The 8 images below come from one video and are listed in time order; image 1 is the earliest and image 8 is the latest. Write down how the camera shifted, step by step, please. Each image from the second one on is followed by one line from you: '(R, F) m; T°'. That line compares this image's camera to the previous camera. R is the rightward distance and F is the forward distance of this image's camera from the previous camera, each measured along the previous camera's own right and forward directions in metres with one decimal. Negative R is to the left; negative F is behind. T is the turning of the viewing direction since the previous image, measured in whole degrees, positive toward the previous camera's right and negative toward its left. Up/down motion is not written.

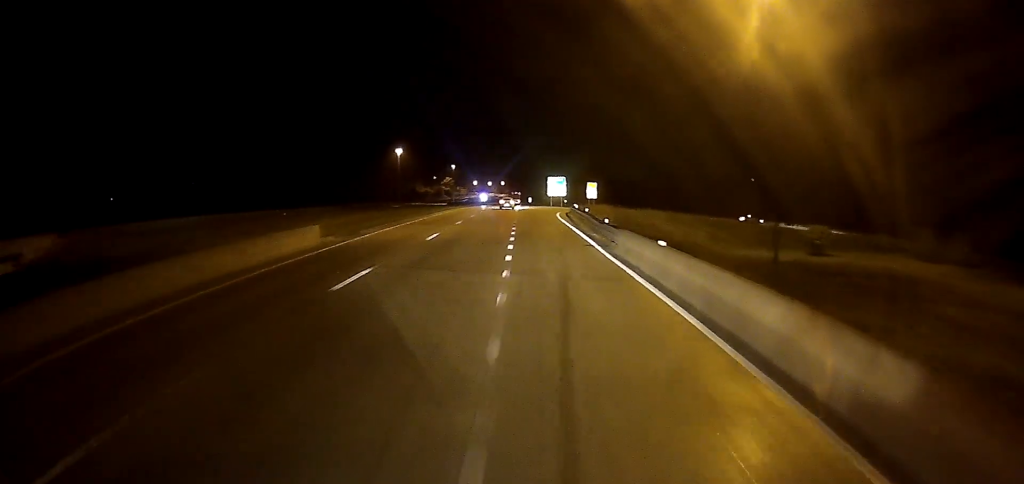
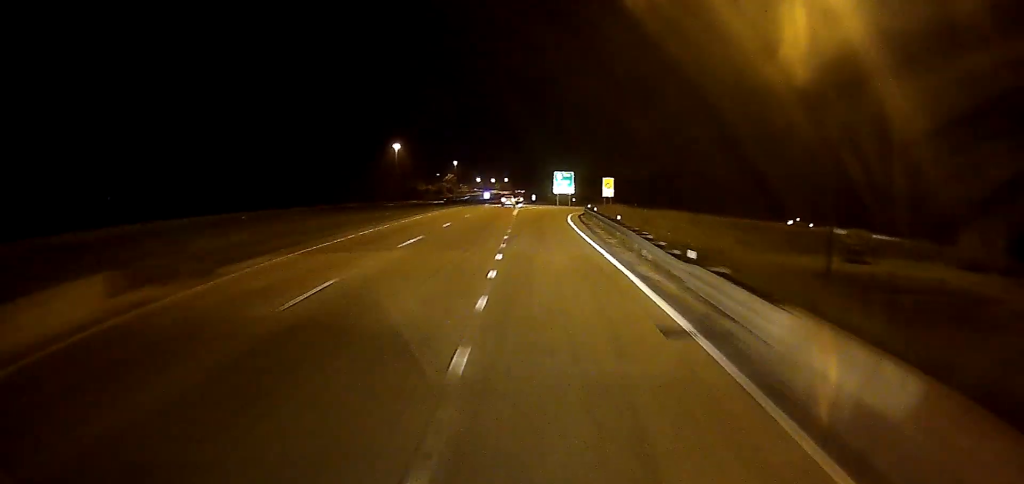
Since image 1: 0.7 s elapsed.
(-0.1, +14.7) m; 0°
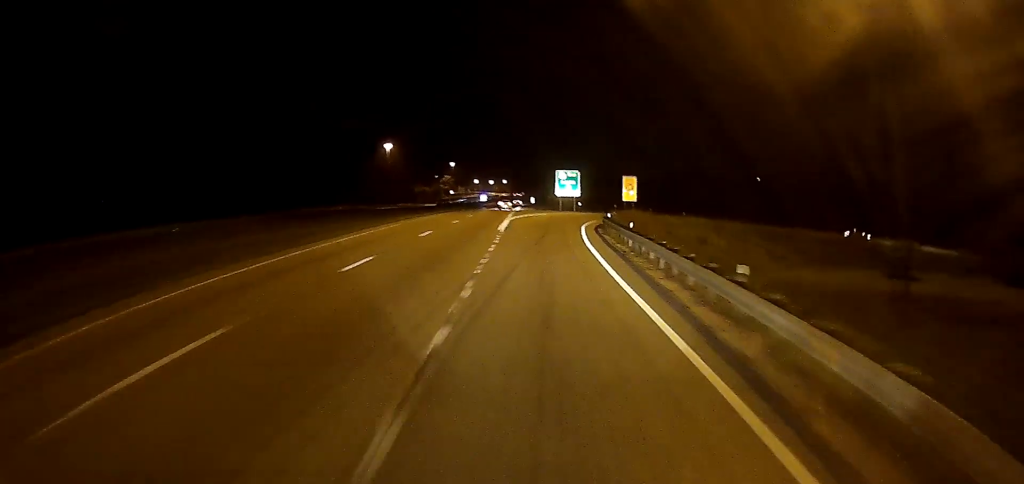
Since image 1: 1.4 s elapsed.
(+0.2, +16.1) m; +2°
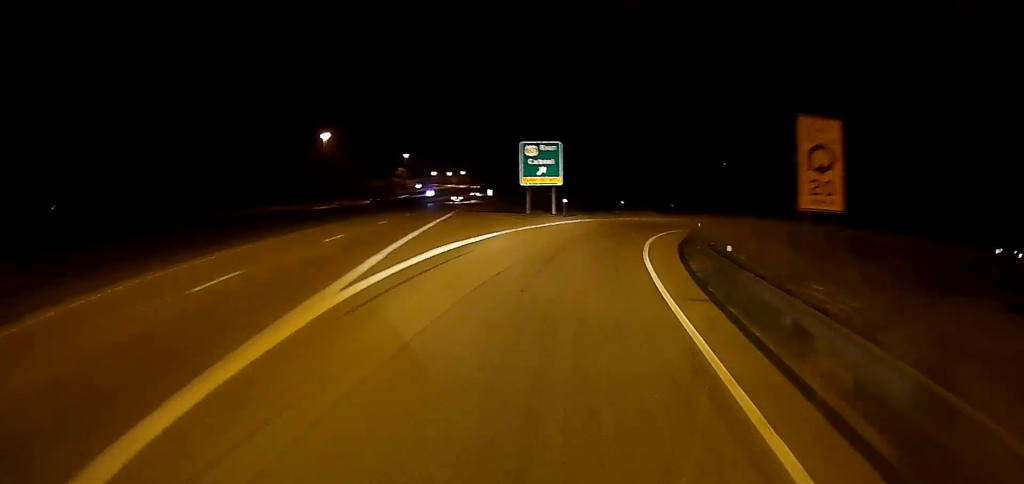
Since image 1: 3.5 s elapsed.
(+3.3, +37.7) m; +10°
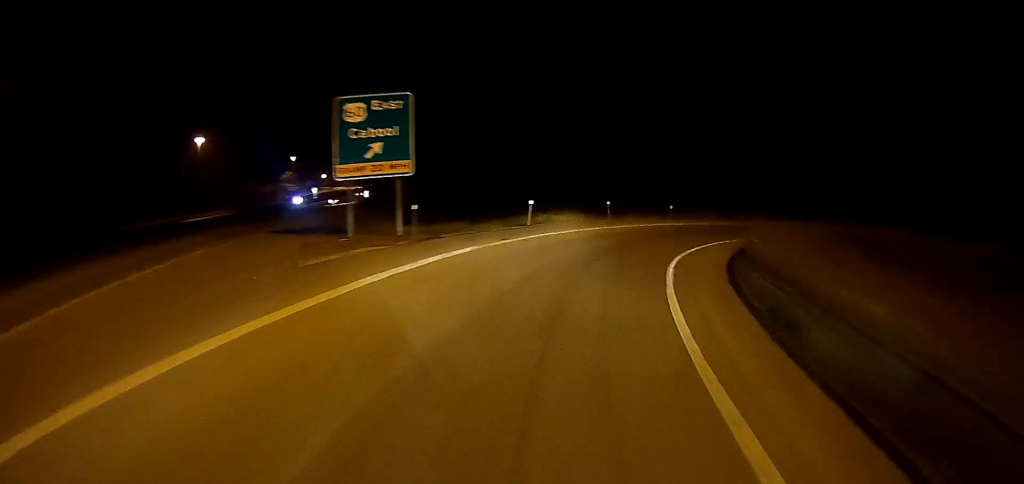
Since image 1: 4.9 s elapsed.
(+1.8, +22.8) m; +13°
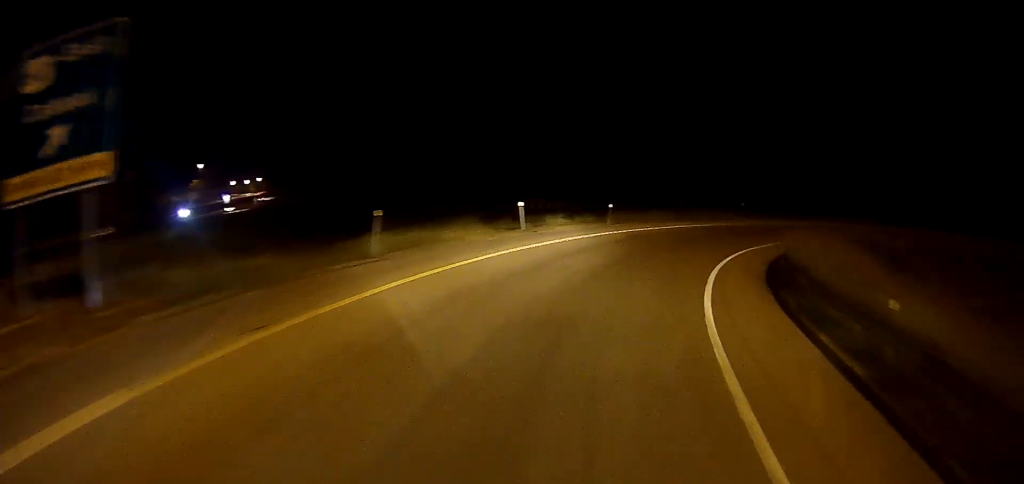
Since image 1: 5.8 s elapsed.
(+1.4, +13.9) m; +11°
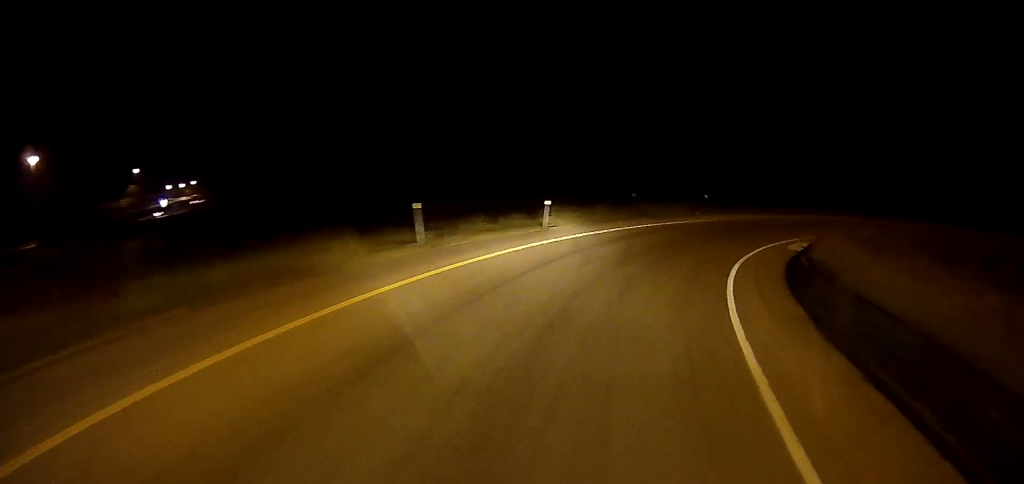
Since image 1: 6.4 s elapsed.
(0.0, +8.2) m; +7°
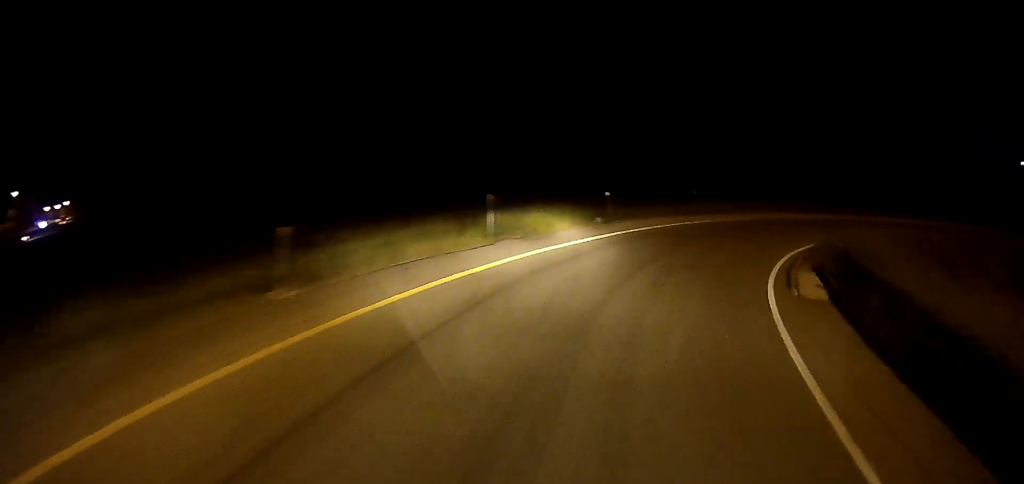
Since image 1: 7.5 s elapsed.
(+1.9, +14.7) m; +16°
